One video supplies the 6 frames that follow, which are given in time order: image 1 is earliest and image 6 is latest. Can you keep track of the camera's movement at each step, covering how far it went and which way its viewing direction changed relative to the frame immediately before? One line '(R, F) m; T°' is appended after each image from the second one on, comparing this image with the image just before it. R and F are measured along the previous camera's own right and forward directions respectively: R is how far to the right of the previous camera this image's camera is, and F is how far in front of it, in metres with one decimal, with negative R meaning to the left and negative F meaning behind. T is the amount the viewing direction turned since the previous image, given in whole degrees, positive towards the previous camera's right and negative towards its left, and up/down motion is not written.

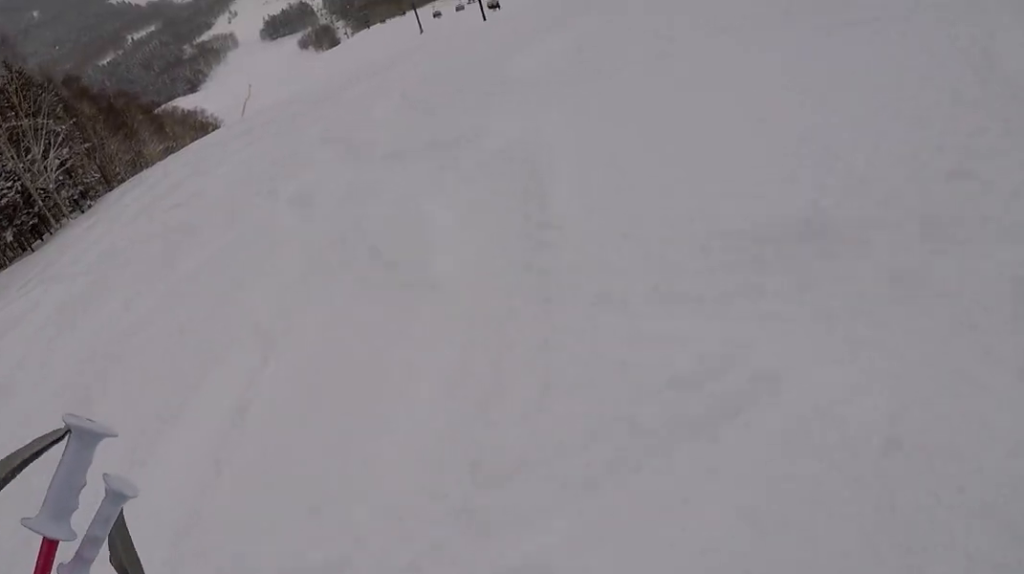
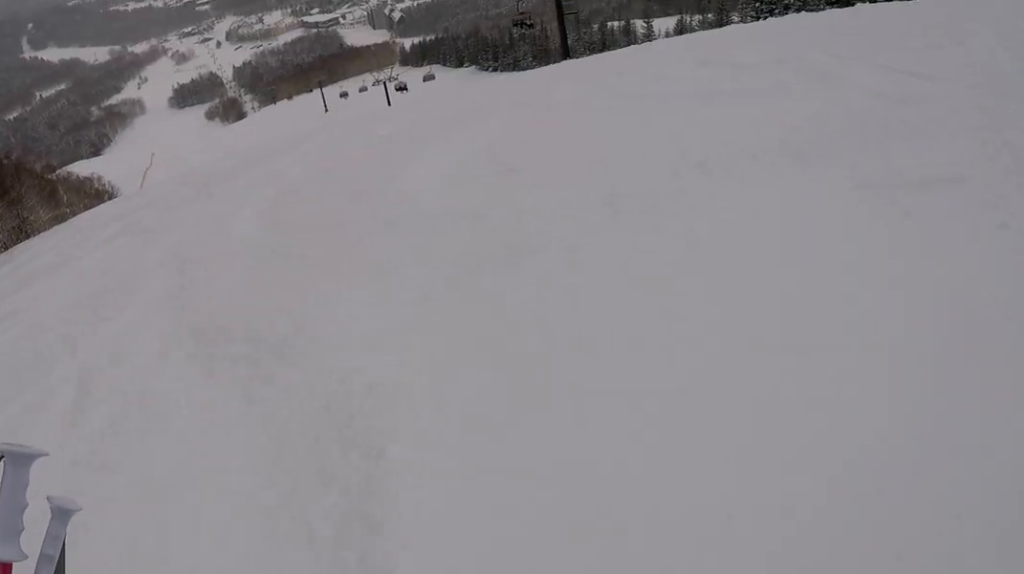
(+0.3, +2.8) m; +10°
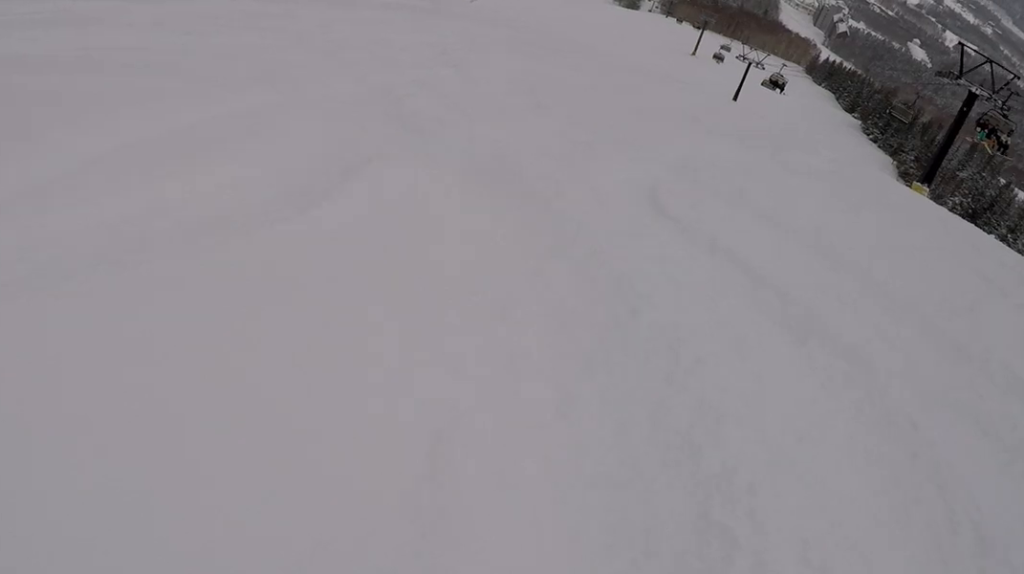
(+2.0, +17.6) m; -25°
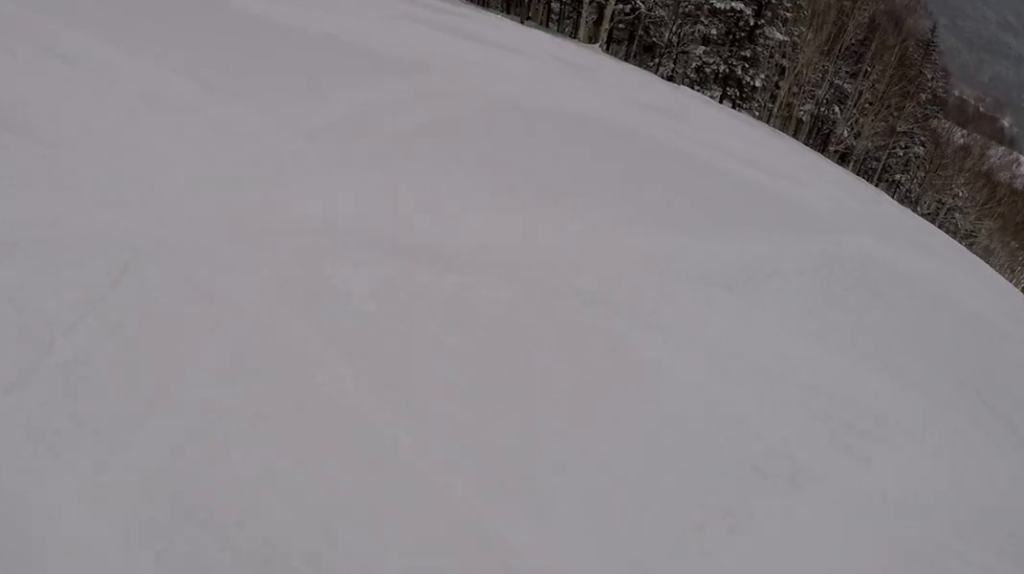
(-6.4, +10.4) m; -54°
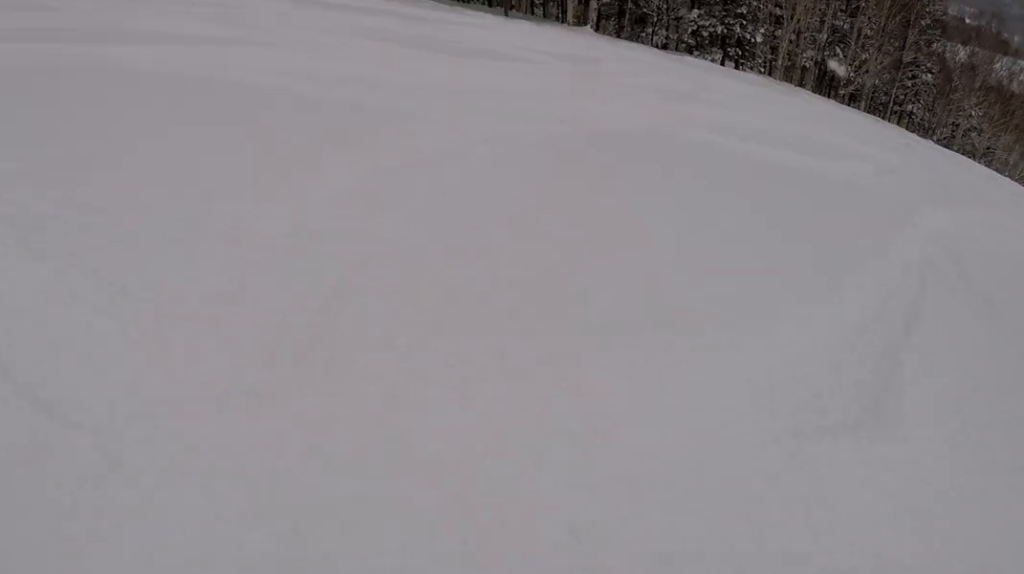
(-0.2, +2.4) m; -6°
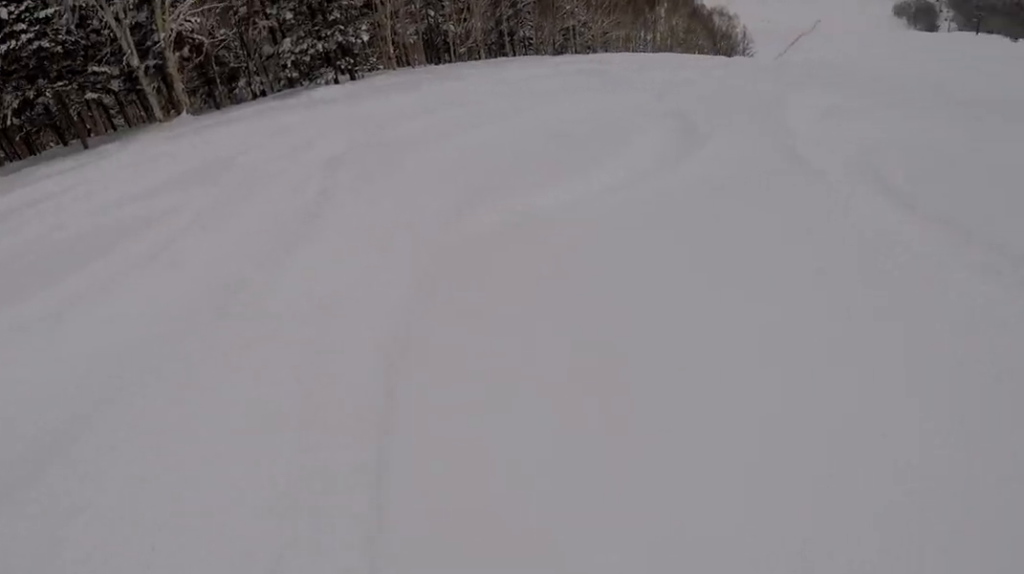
(-0.1, +5.8) m; +13°
